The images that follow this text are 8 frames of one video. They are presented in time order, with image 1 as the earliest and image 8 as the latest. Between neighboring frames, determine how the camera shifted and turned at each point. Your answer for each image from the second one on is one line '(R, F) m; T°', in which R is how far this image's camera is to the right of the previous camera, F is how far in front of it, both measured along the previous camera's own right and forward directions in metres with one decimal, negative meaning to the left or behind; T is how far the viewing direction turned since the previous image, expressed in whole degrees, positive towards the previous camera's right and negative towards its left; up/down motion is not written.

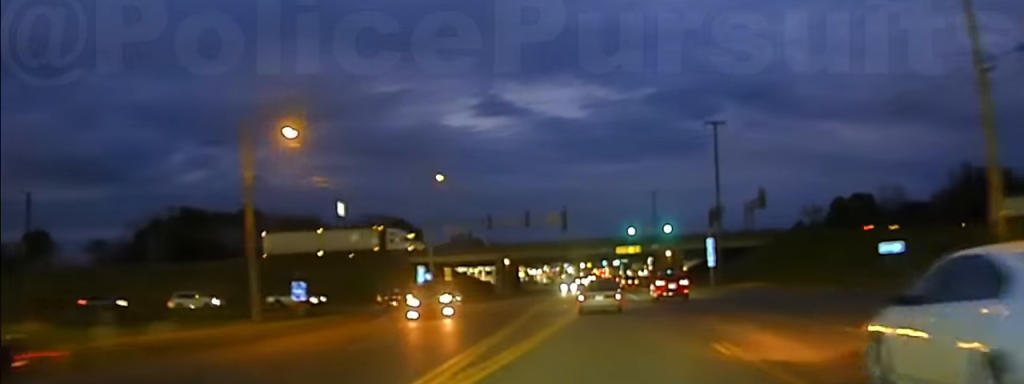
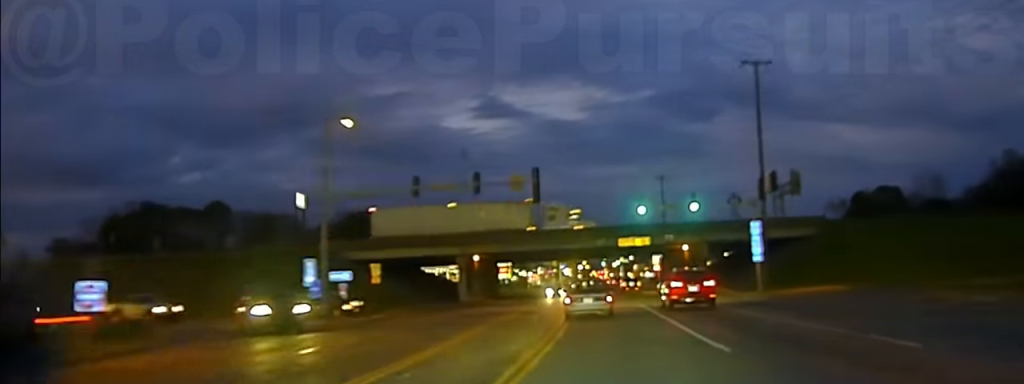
(0.0, +26.6) m; -1°
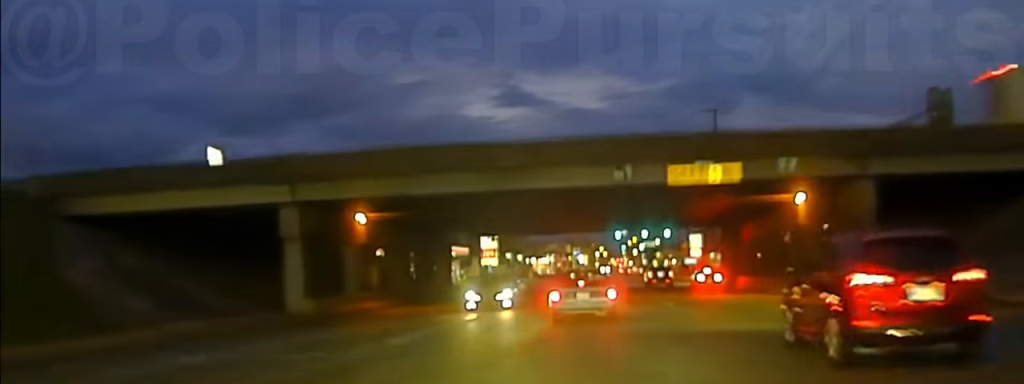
(-0.8, +49.2) m; -1°
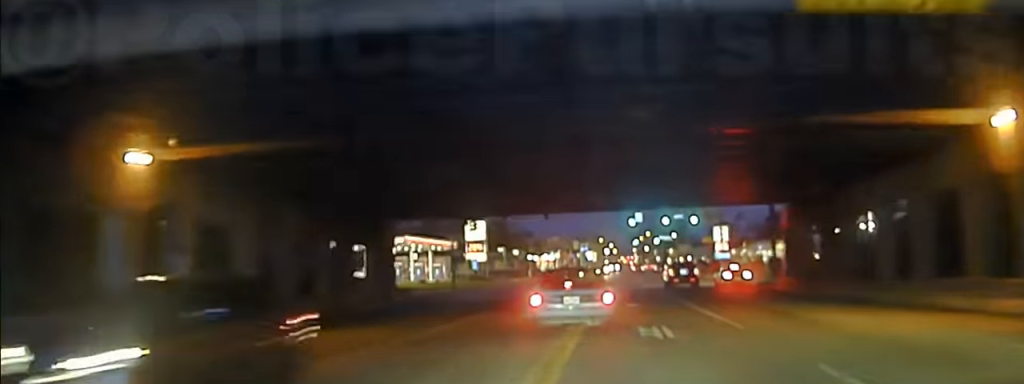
(-0.1, +23.5) m; 0°
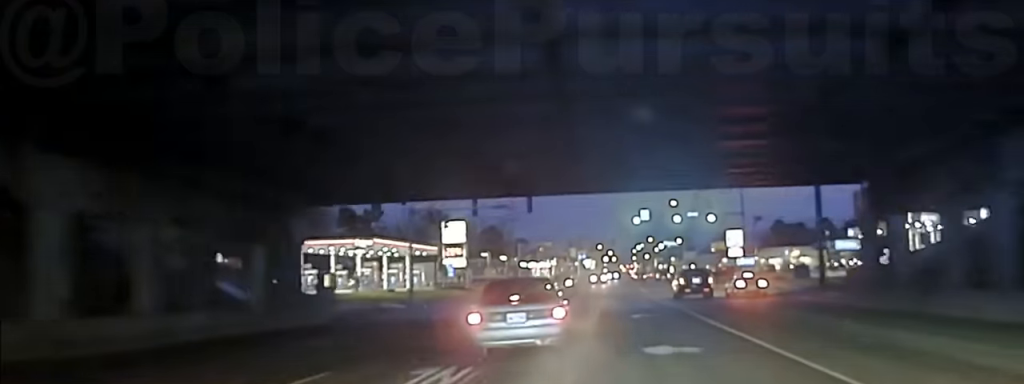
(+0.2, +17.4) m; 0°
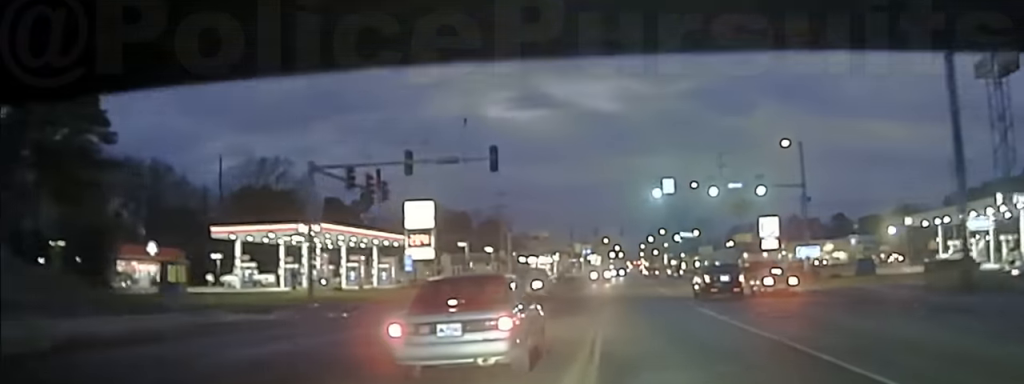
(-0.1, +22.8) m; -1°
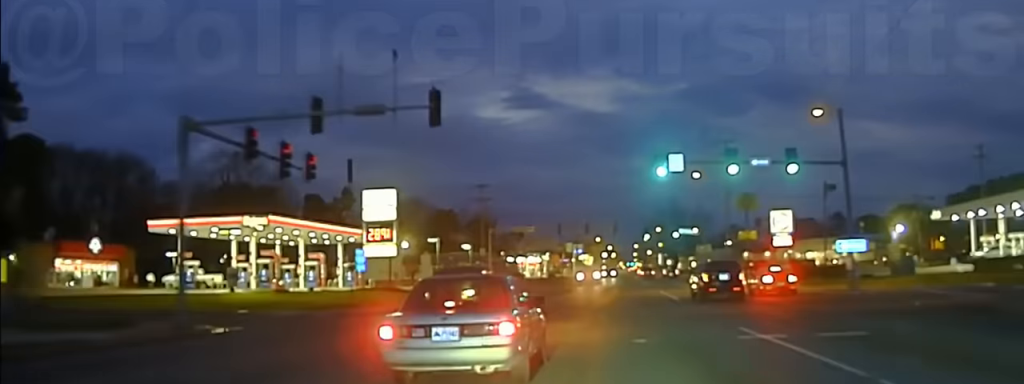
(-0.1, +13.3) m; -3°
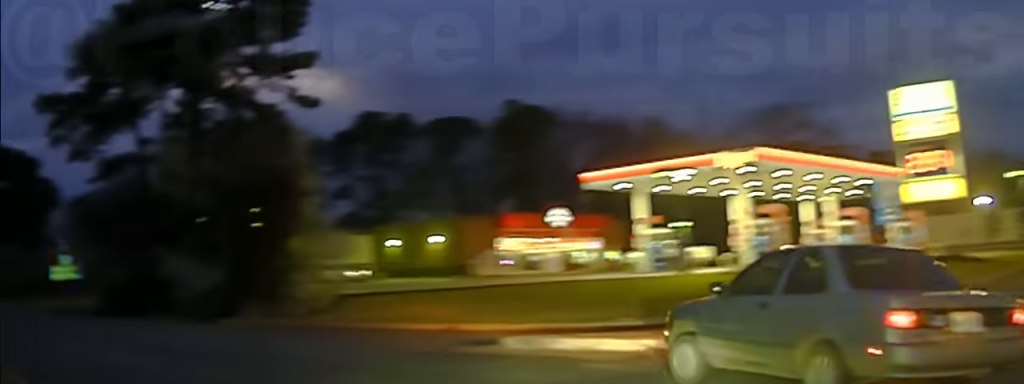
(-7.9, +27.3) m; -48°
